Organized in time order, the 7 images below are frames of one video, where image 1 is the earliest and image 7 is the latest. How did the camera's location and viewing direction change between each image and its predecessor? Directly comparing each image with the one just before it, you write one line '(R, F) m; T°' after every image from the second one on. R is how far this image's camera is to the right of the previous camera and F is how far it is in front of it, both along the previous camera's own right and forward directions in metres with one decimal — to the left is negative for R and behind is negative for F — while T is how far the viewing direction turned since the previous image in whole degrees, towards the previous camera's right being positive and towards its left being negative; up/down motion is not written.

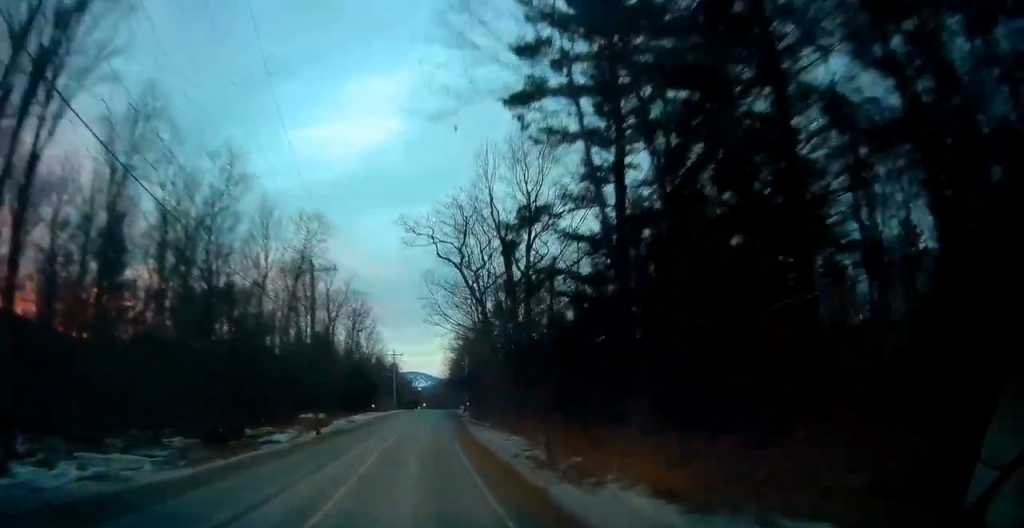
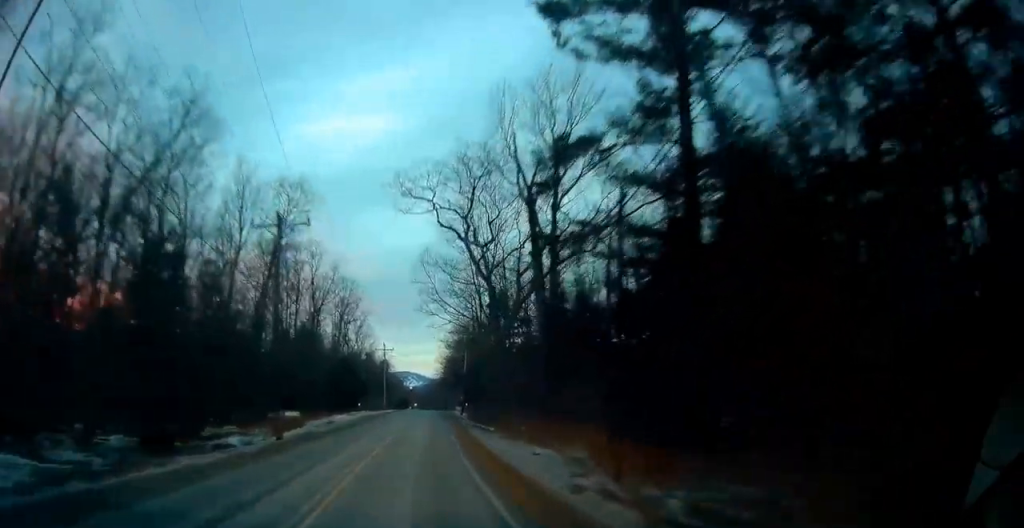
(+0.1, +8.2) m; +2°
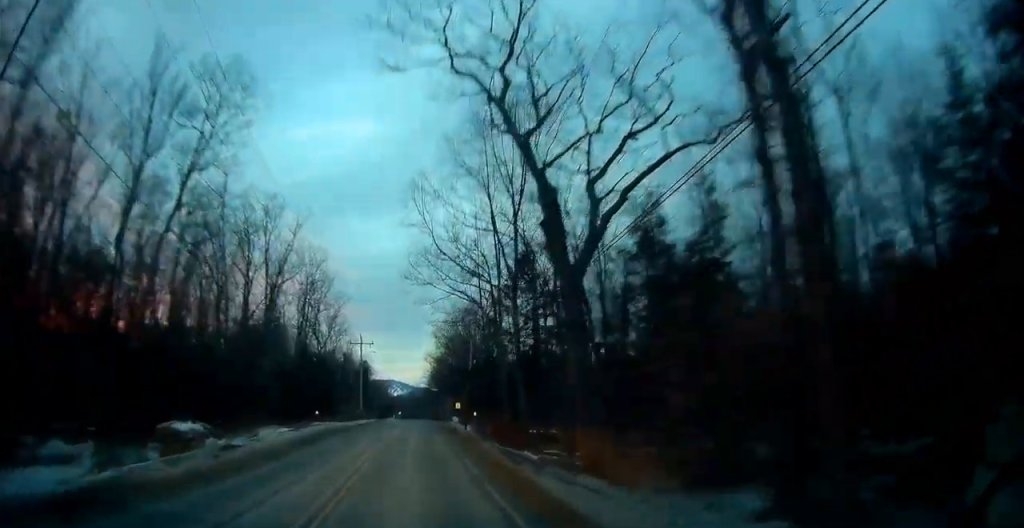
(+0.5, +19.3) m; +2°
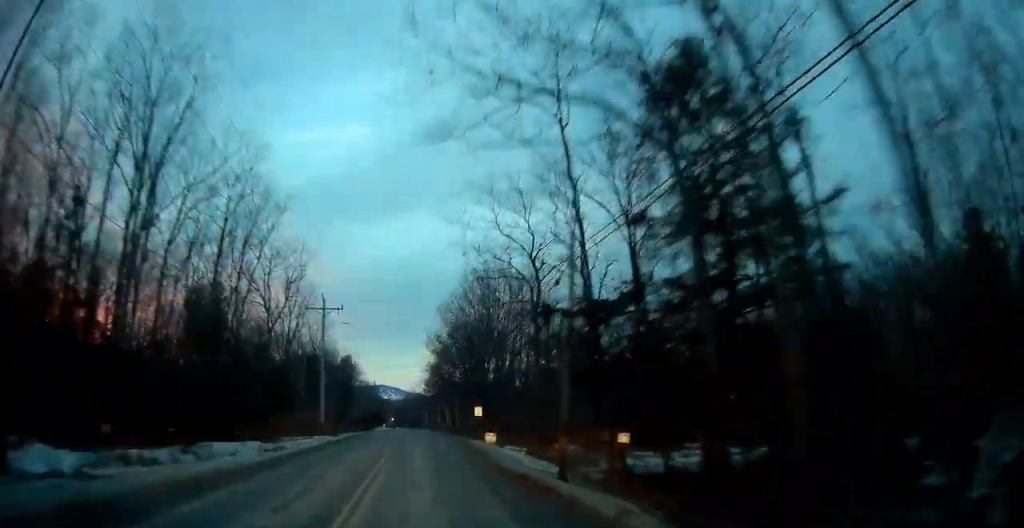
(+0.8, +29.0) m; +3°
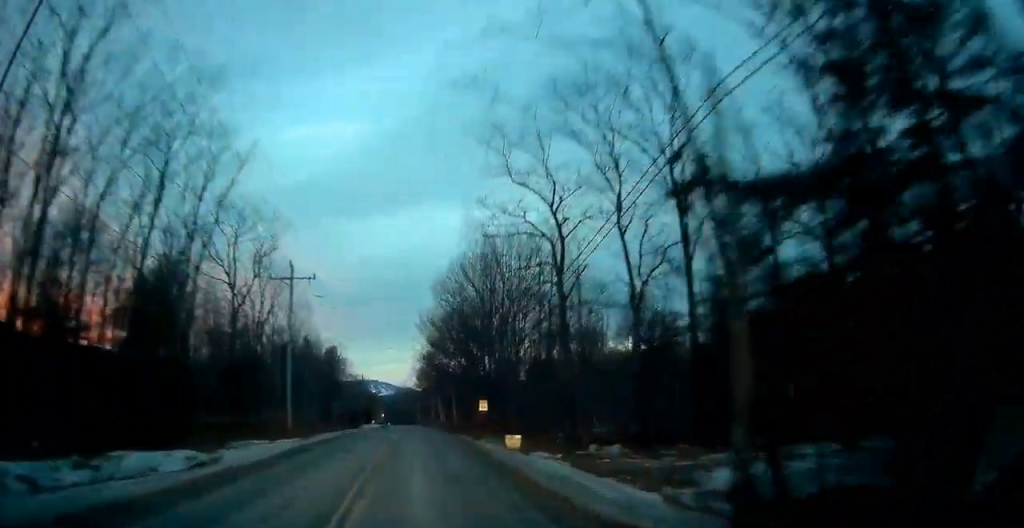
(+0.1, +9.1) m; 0°
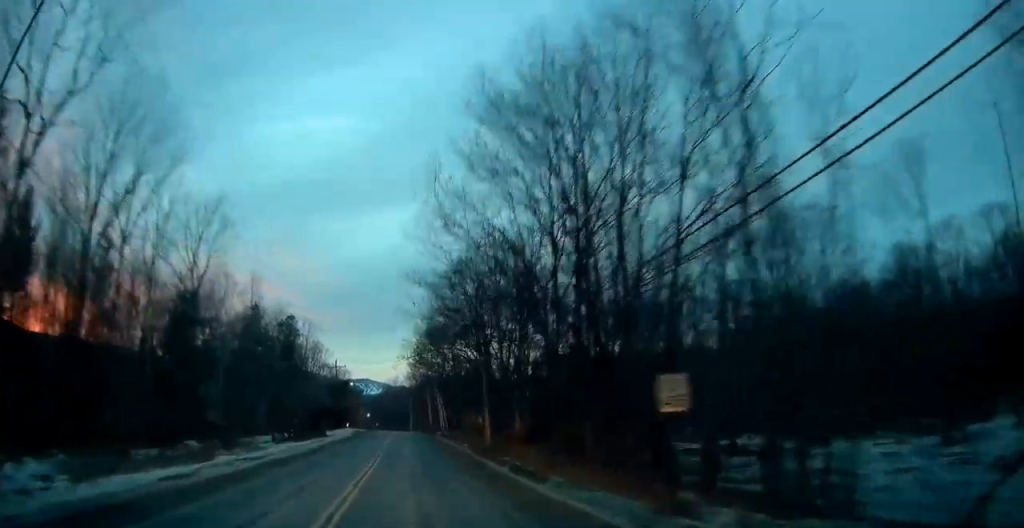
(-0.2, +31.8) m; -1°
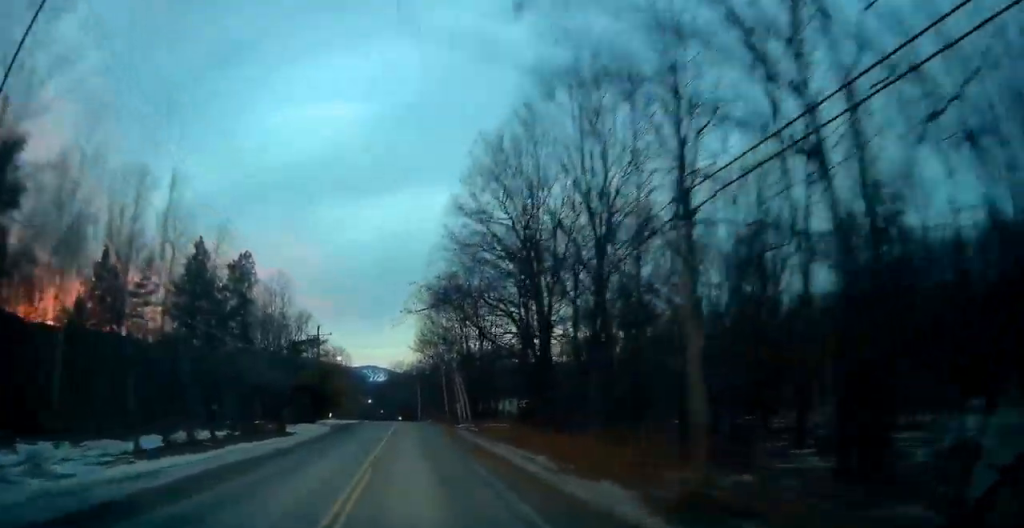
(-0.1, +23.7) m; 0°
